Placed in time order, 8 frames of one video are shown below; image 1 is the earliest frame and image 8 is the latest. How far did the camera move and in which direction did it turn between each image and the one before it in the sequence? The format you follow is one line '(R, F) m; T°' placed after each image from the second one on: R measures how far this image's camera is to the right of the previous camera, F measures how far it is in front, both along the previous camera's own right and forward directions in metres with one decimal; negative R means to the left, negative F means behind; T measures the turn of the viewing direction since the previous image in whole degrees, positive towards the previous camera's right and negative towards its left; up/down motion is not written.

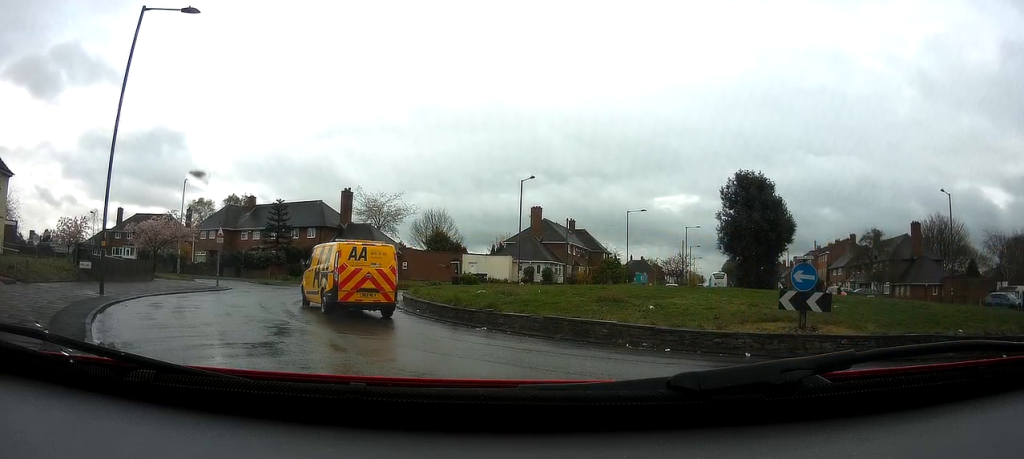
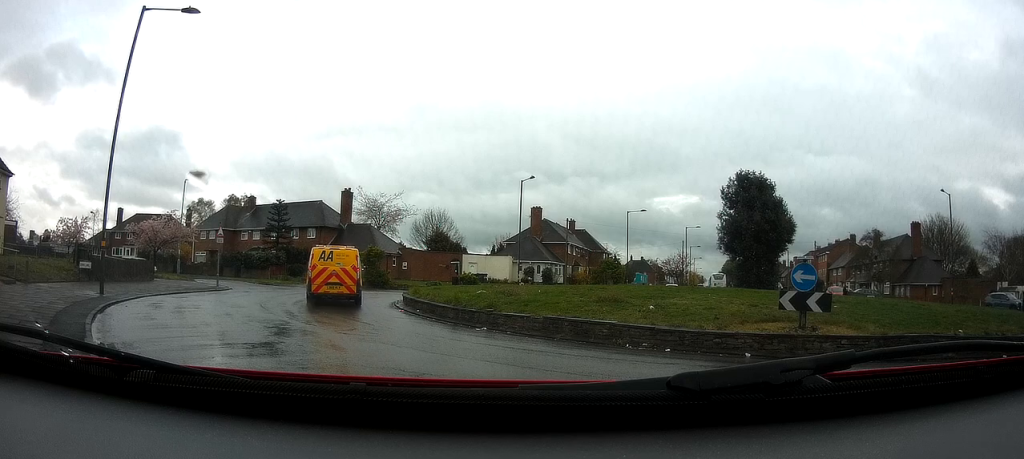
(0.0, 0.0) m; 0°
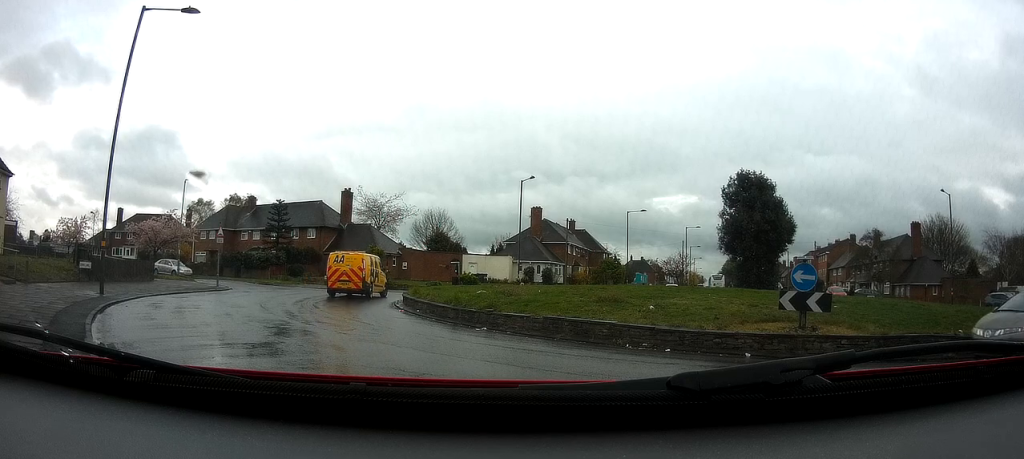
(0.0, 0.0) m; 0°
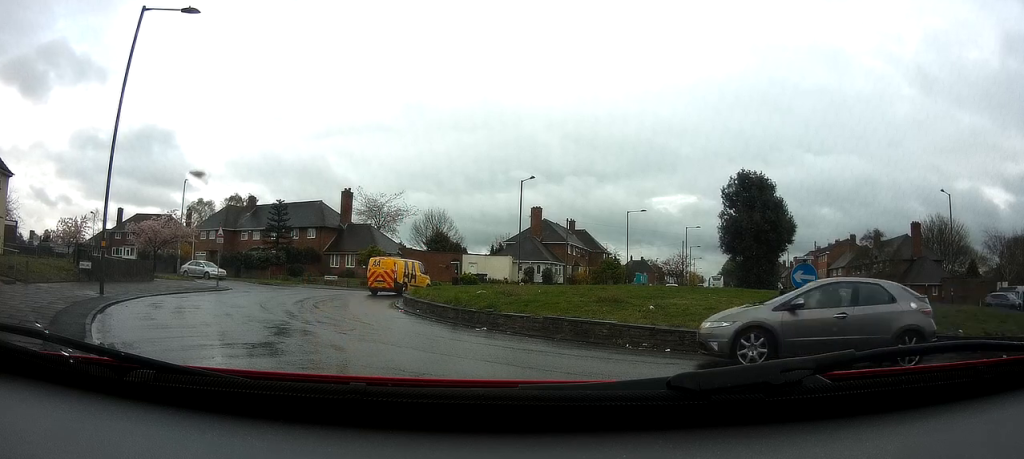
(0.0, 0.0) m; 0°
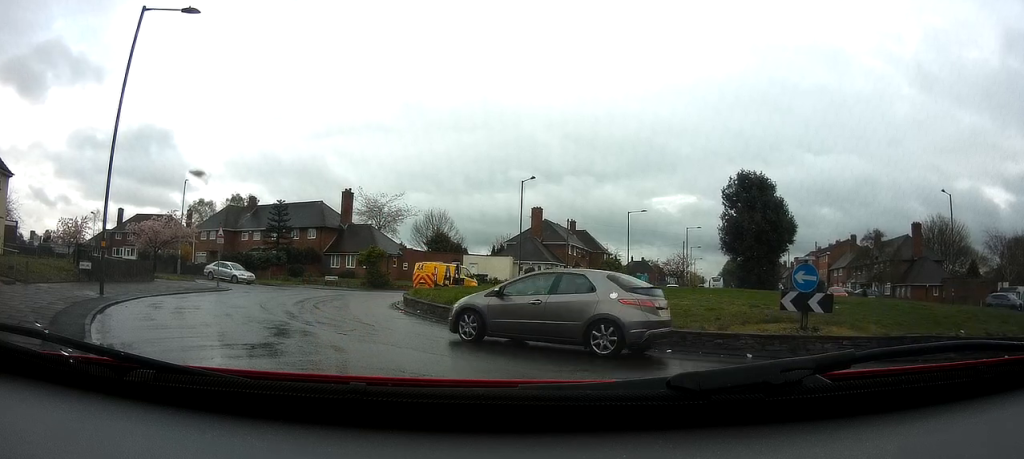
(-0.1, +0.2) m; 0°
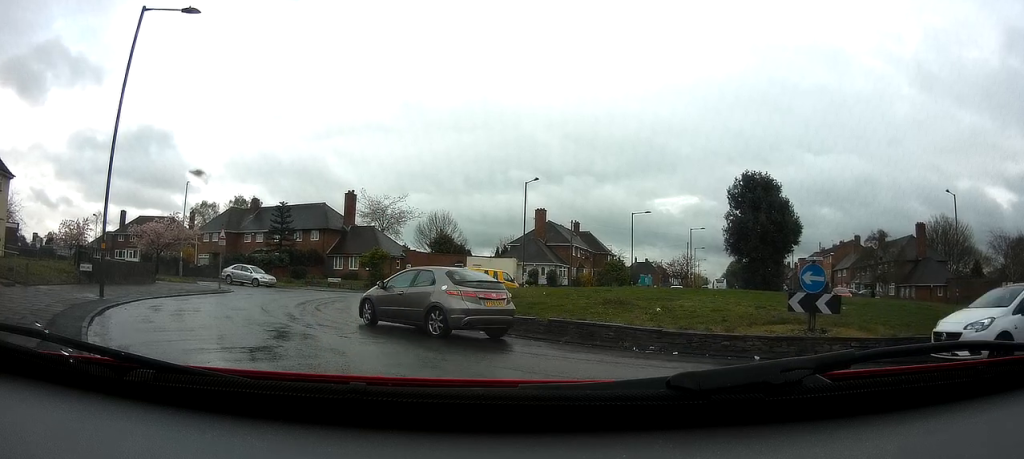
(-0.1, +0.2) m; 0°
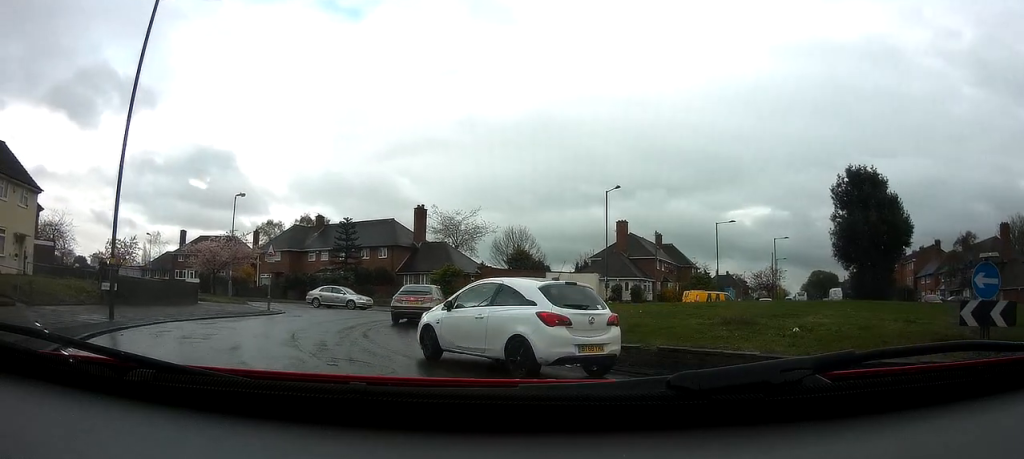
(-0.2, +0.7) m; -18°
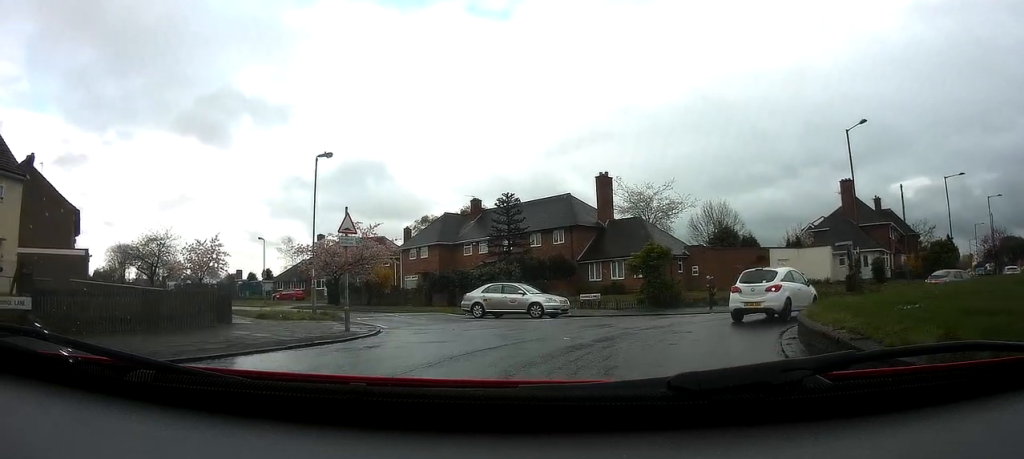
(+0.3, +11.5) m; +6°
